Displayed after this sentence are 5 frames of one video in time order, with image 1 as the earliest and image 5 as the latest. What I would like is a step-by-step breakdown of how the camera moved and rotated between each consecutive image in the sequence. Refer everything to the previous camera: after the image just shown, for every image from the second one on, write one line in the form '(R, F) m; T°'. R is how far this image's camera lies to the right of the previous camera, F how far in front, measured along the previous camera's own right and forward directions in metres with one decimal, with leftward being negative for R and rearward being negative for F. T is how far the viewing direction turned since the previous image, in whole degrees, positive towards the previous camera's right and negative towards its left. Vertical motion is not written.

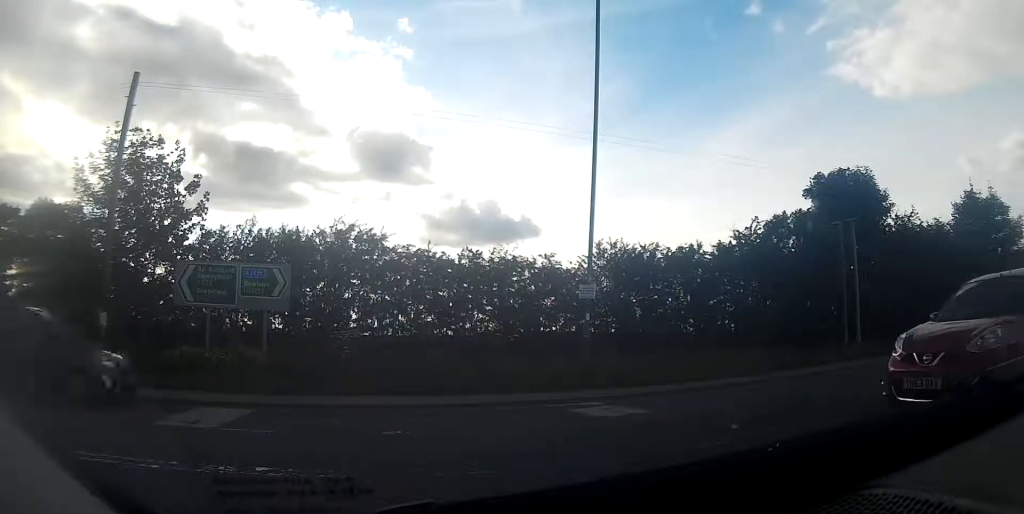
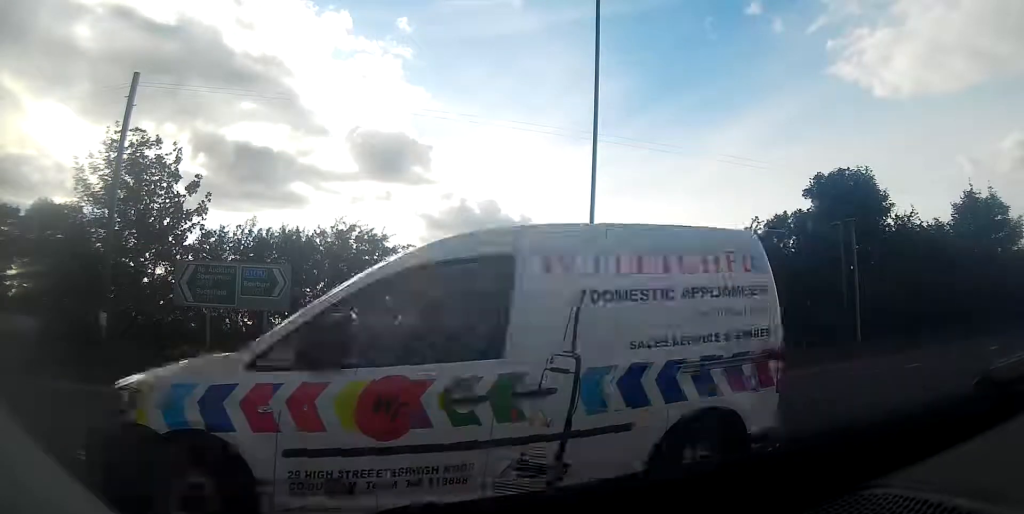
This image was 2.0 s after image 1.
(0.0, 0.0) m; 0°
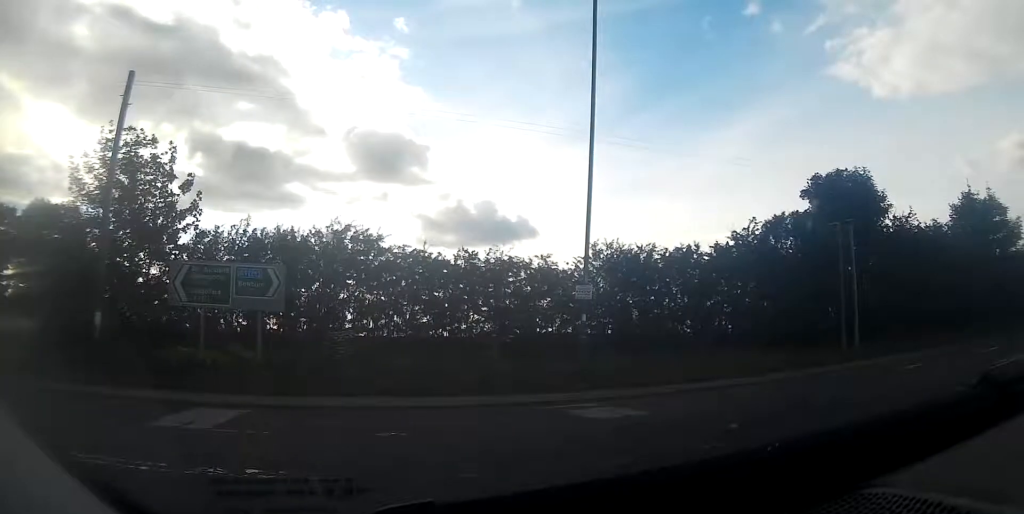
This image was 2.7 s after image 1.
(0.0, 0.0) m; 0°
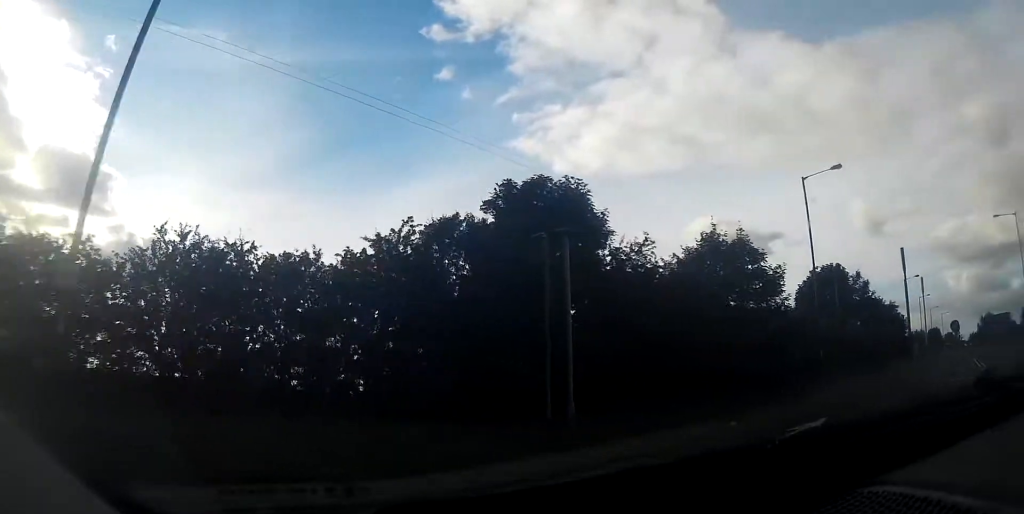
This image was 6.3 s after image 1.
(-0.1, +4.2) m; +9°
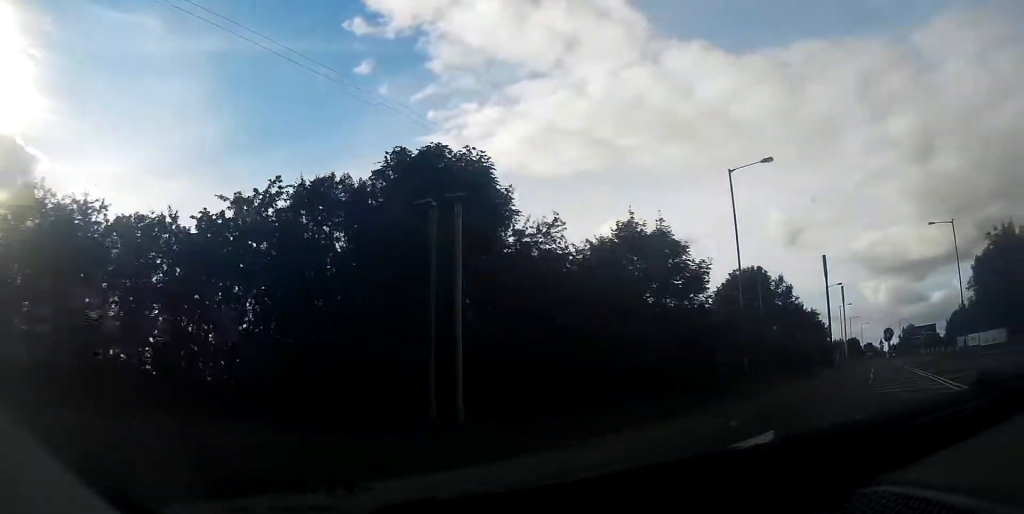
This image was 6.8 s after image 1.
(+0.1, +1.7) m; +5°
